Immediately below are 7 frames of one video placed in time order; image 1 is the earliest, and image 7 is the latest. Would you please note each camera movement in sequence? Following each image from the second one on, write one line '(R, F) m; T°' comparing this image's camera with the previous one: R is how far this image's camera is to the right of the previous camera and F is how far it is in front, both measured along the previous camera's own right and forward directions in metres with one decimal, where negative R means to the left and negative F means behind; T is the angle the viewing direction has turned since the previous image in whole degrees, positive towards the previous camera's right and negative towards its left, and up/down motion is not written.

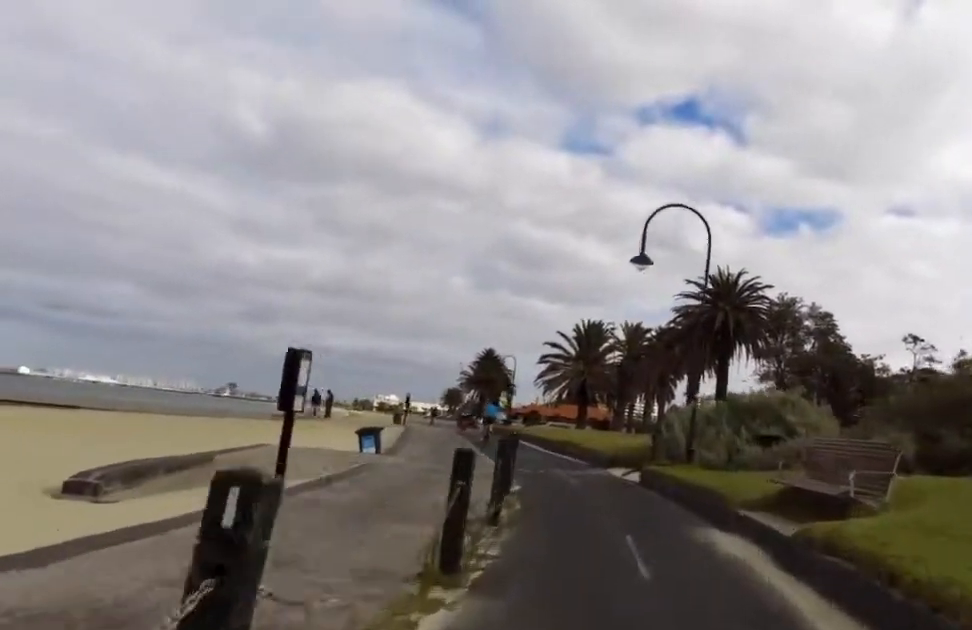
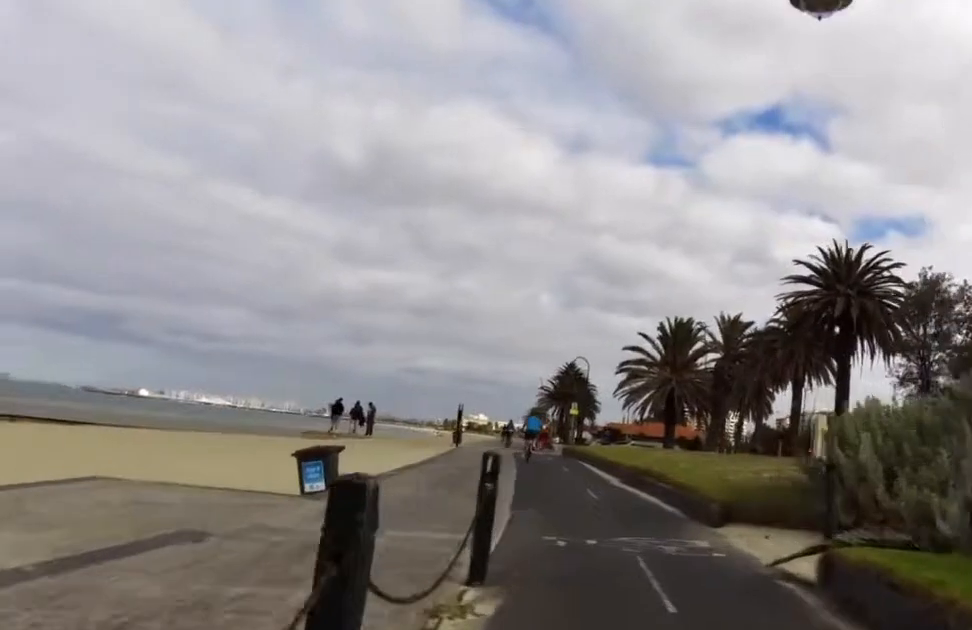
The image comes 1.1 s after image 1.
(-0.5, +8.4) m; -5°
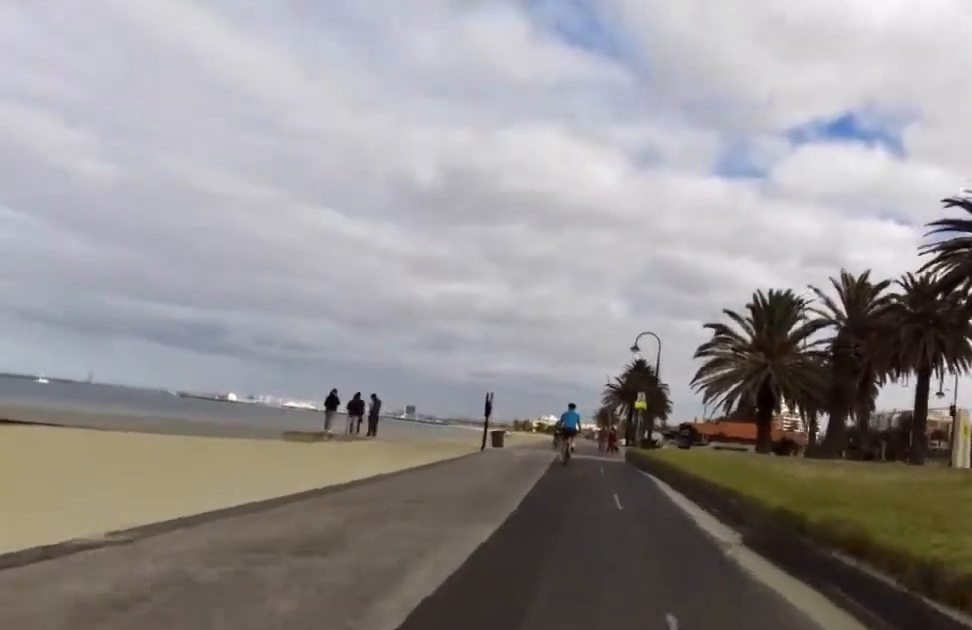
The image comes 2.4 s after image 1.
(-0.3, +10.0) m; -3°
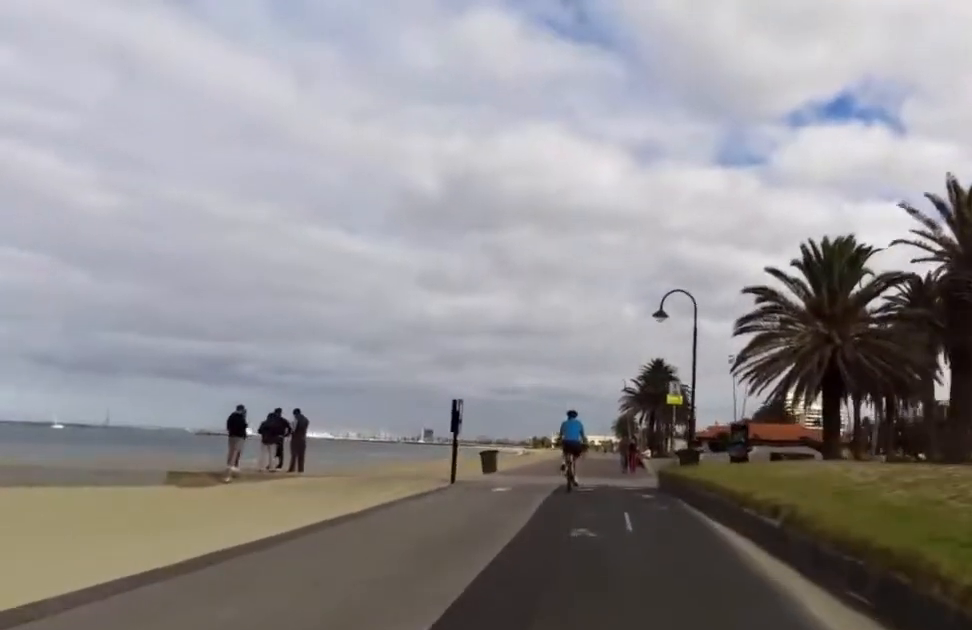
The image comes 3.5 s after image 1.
(-0.1, +8.4) m; -4°
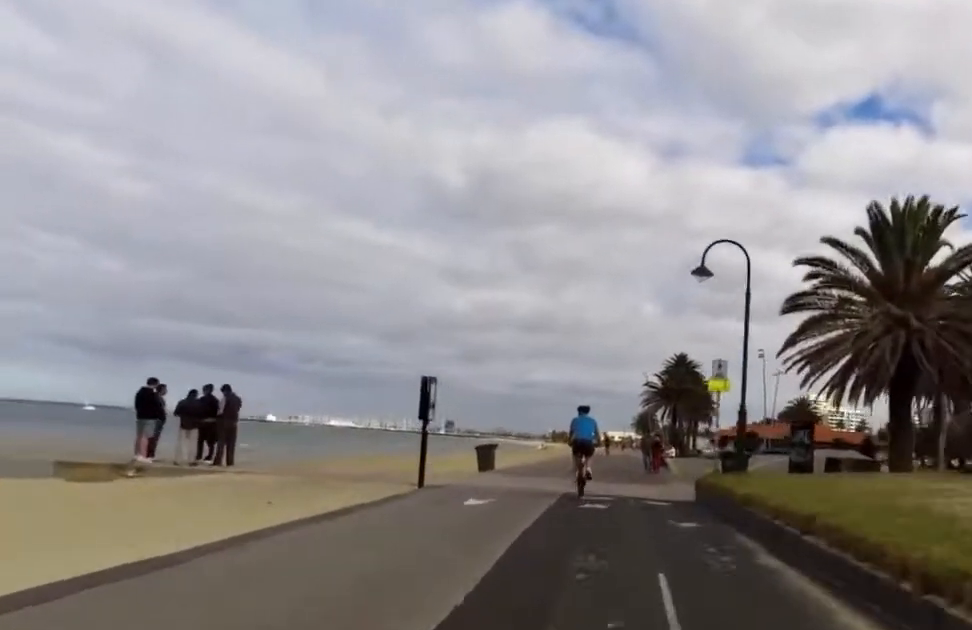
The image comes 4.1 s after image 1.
(-0.3, +5.0) m; +2°
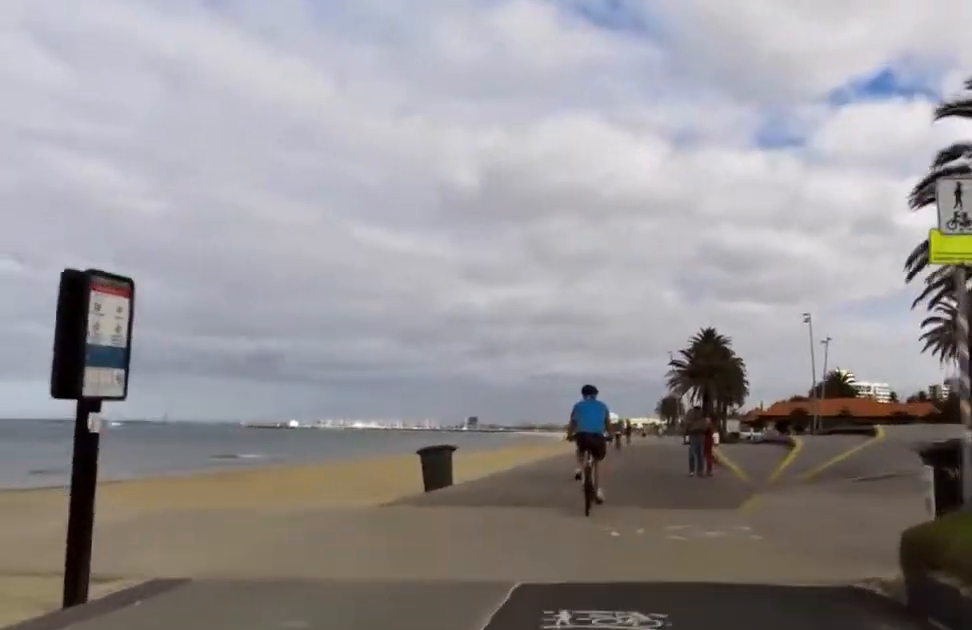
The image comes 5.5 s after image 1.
(+0.8, +10.1) m; 0°
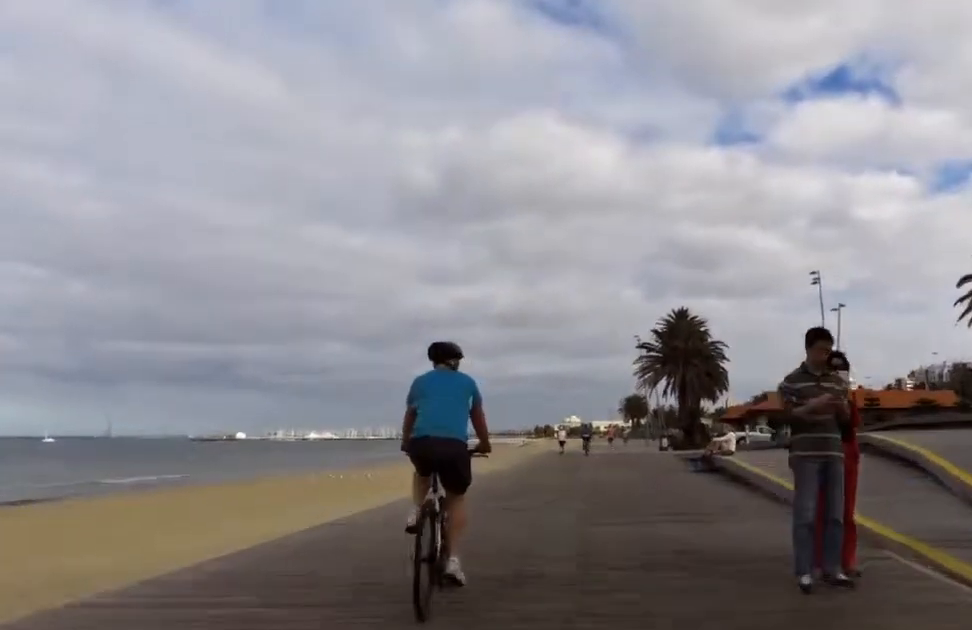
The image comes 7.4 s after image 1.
(-1.7, +14.2) m; +1°
